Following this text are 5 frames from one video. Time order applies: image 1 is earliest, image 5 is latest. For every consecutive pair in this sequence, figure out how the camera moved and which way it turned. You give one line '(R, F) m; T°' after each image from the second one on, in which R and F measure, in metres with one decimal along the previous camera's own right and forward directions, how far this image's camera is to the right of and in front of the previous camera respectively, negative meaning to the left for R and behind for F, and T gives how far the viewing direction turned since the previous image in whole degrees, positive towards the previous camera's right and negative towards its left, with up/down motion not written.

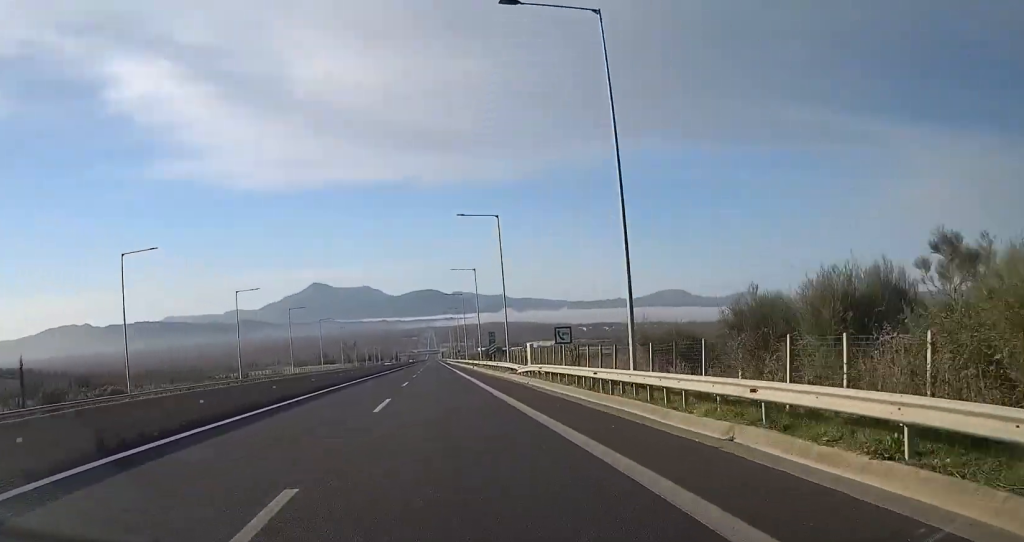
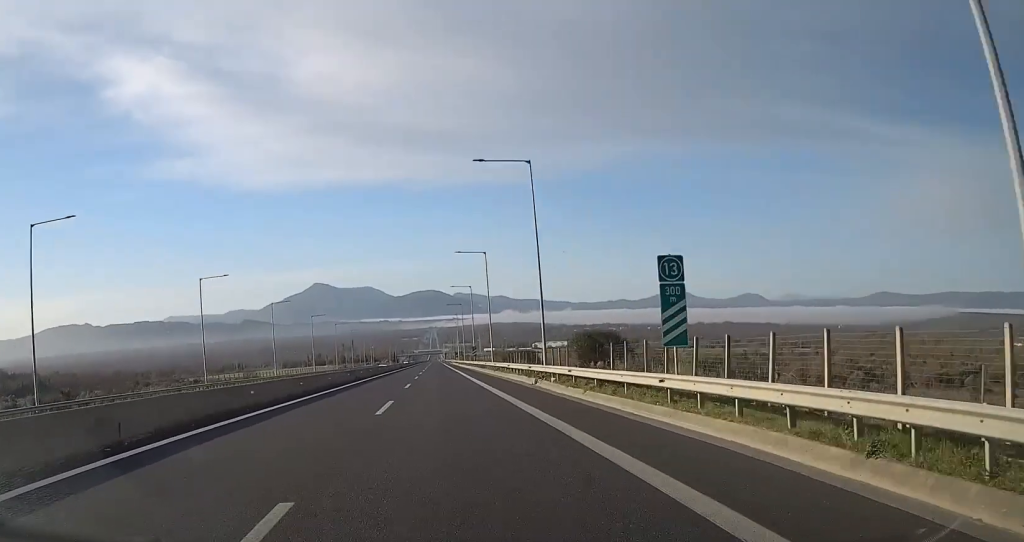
(0.0, +54.3) m; 0°
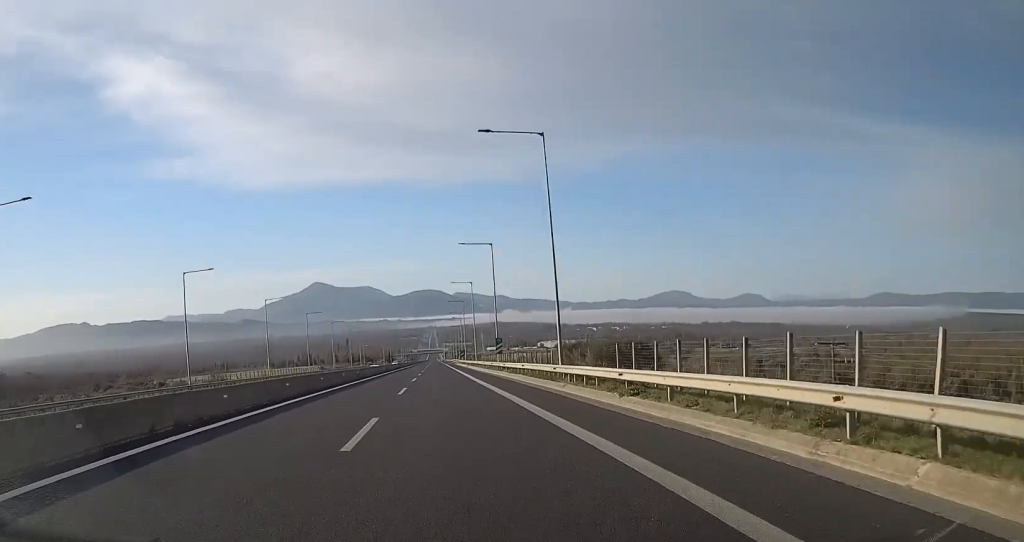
(-0.3, +43.5) m; 0°
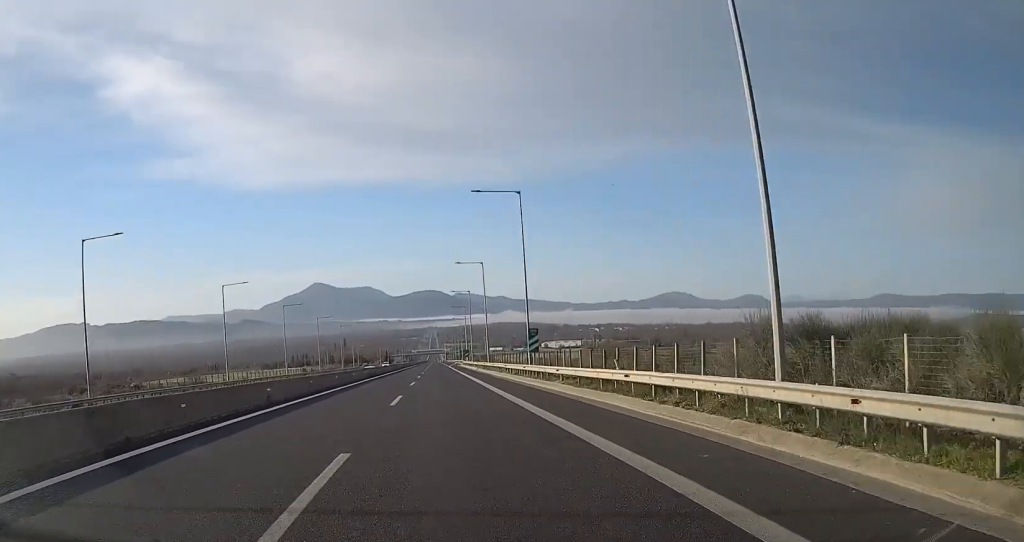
(0.0, +24.2) m; 0°
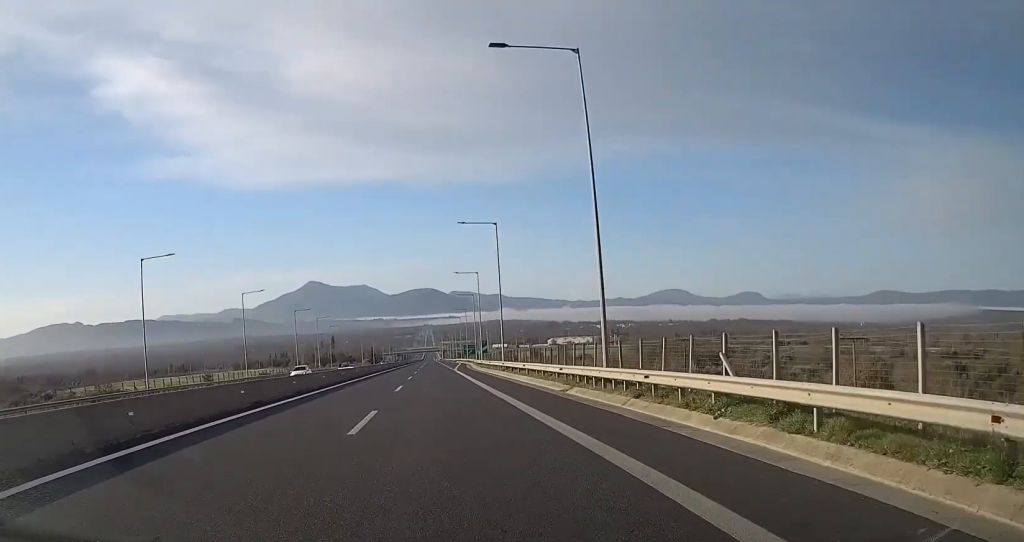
(+0.4, +62.9) m; 0°
